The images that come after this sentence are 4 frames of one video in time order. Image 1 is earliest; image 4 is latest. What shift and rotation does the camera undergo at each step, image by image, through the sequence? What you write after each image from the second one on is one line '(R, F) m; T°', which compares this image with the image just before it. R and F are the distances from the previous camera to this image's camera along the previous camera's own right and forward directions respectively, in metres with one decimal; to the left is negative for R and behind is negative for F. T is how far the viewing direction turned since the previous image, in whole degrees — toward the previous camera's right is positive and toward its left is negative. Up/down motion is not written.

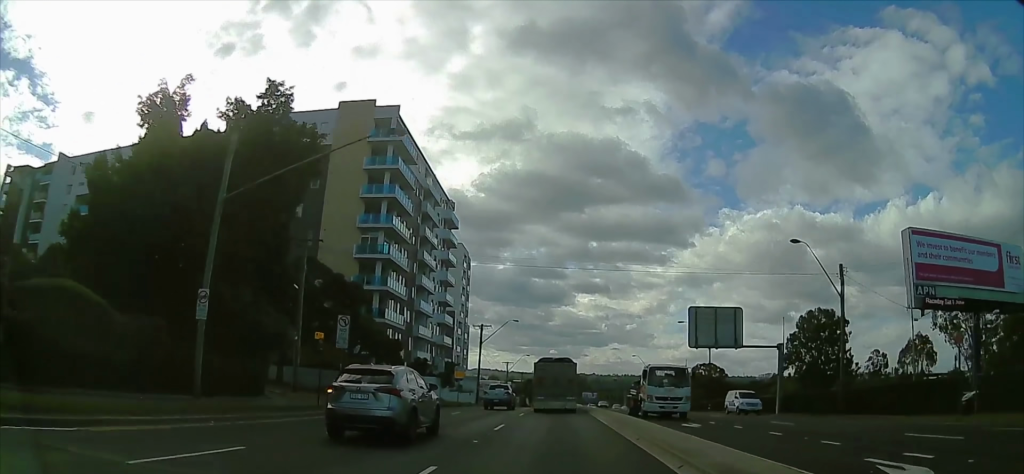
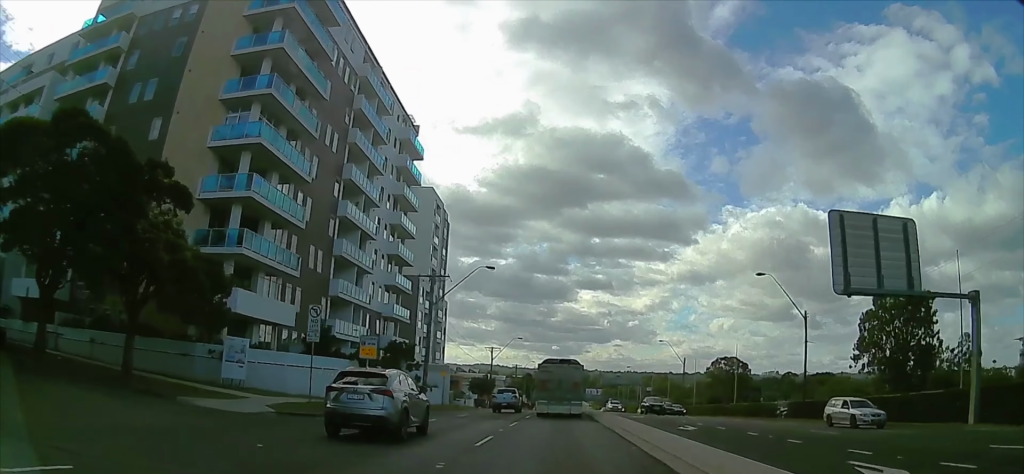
(-0.2, +27.4) m; -1°
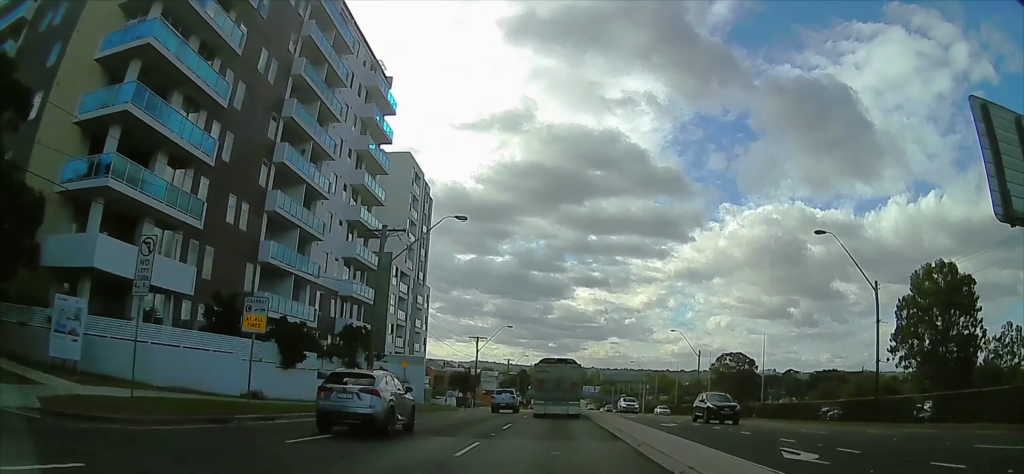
(0.0, +11.3) m; 0°
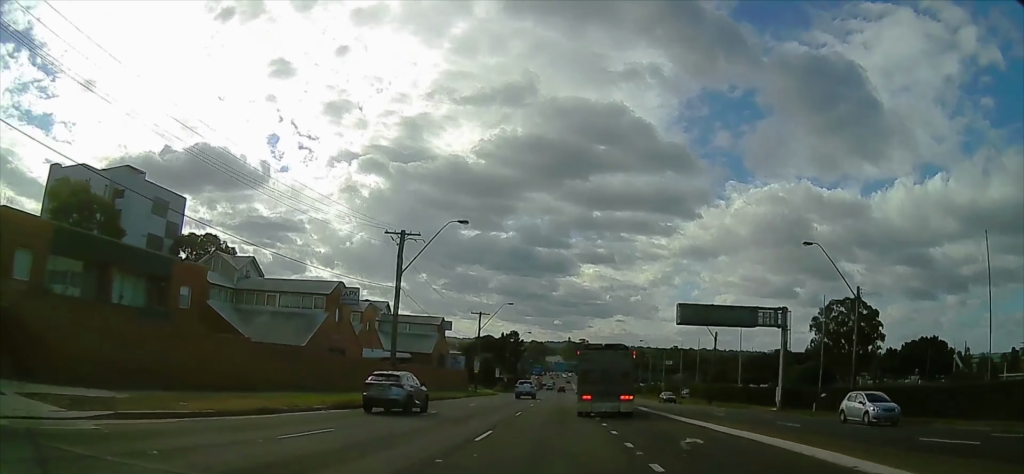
(0.0, +83.7) m; 0°
